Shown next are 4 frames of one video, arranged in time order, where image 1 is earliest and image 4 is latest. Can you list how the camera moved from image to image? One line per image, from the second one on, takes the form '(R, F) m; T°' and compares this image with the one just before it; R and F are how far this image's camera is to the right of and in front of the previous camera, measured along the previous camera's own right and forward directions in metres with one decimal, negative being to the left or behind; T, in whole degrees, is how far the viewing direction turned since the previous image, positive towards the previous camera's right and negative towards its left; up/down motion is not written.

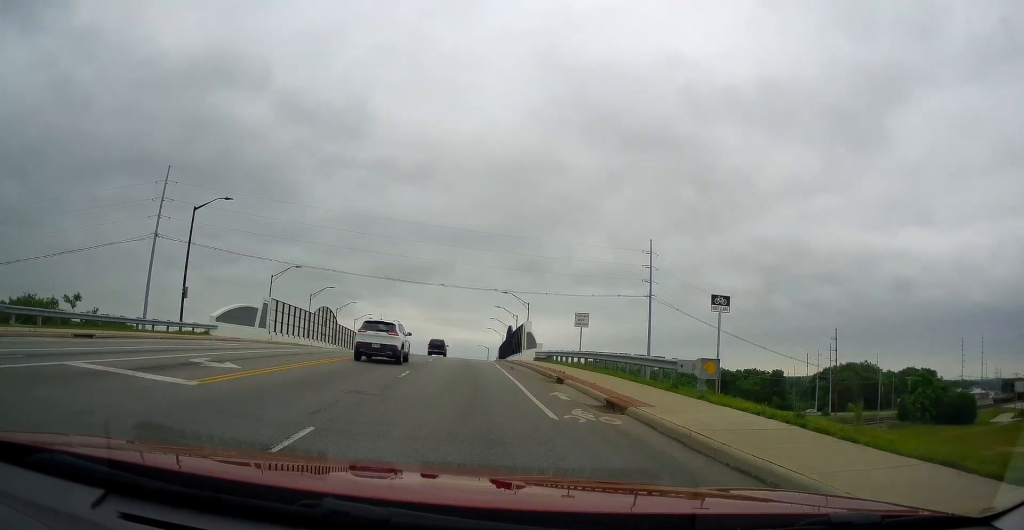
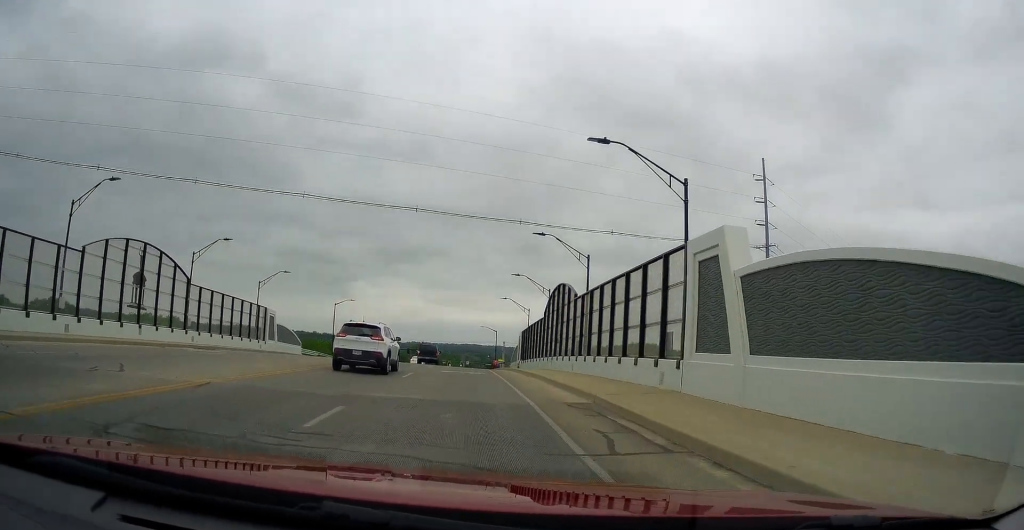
(+0.1, +44.7) m; 0°
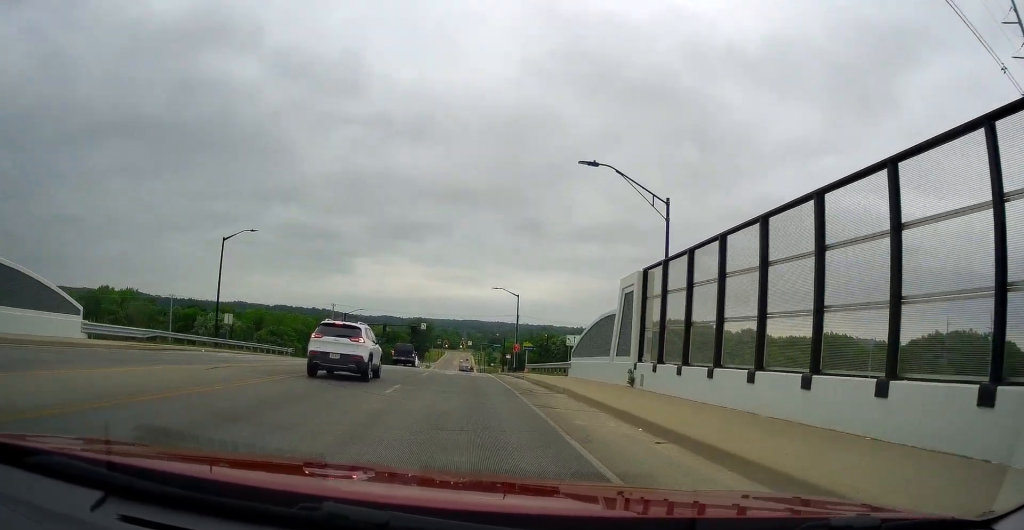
(+0.3, +40.9) m; +1°
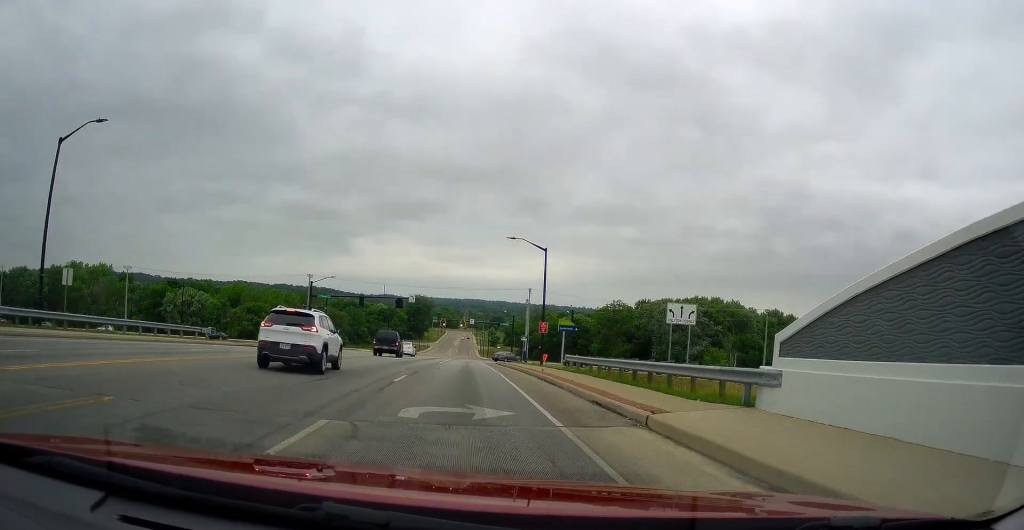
(-0.2, +20.9) m; -2°
